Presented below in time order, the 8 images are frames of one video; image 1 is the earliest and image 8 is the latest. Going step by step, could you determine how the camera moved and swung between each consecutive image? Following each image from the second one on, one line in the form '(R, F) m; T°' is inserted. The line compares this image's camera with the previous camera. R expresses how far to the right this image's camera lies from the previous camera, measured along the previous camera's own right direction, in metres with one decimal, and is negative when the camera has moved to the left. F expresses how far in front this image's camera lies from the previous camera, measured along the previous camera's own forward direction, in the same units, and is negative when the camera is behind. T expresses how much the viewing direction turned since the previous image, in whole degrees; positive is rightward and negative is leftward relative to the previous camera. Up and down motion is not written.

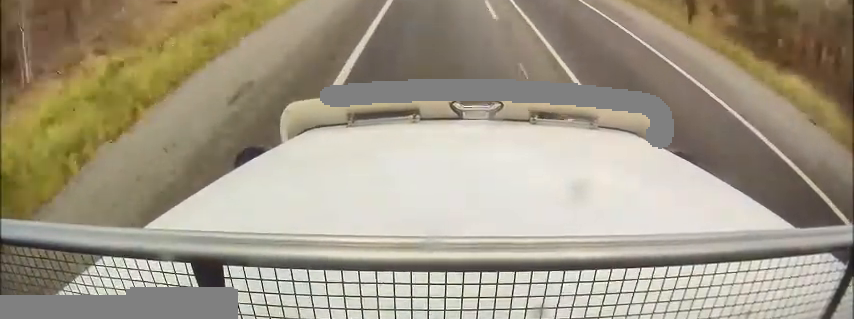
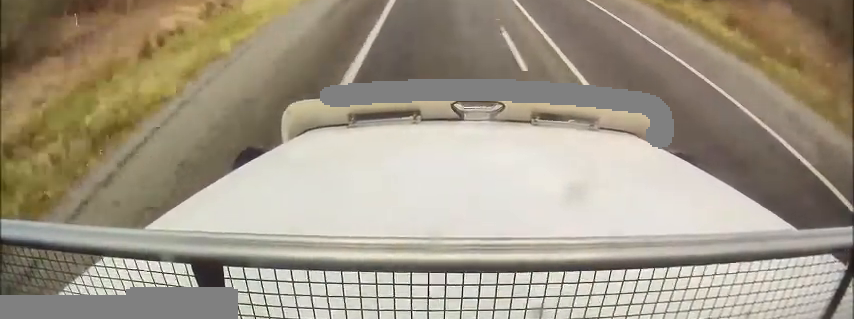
(+0.5, +18.2) m; 0°
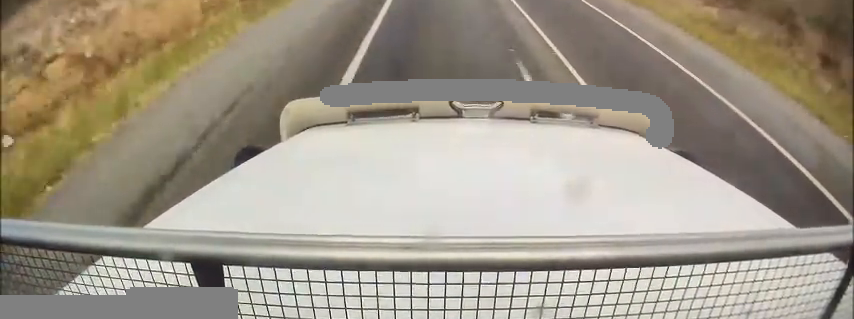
(-0.5, +26.9) m; 0°
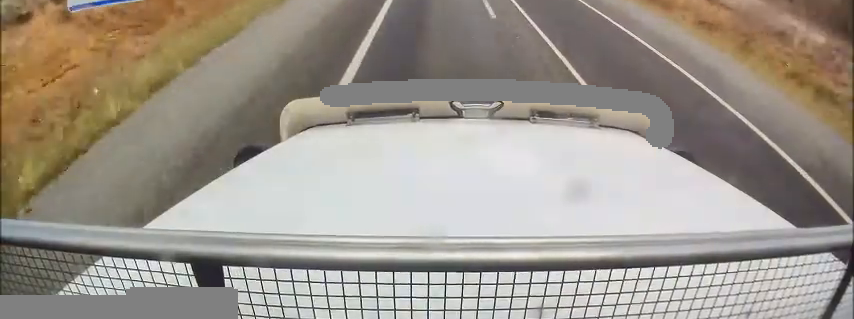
(+0.5, +28.8) m; 0°
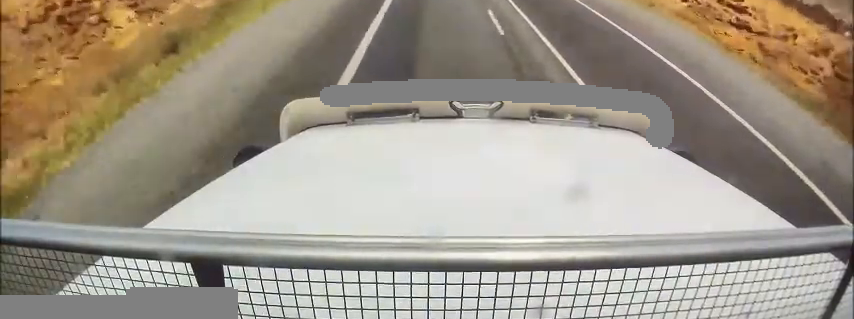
(-0.5, +39.2) m; 0°
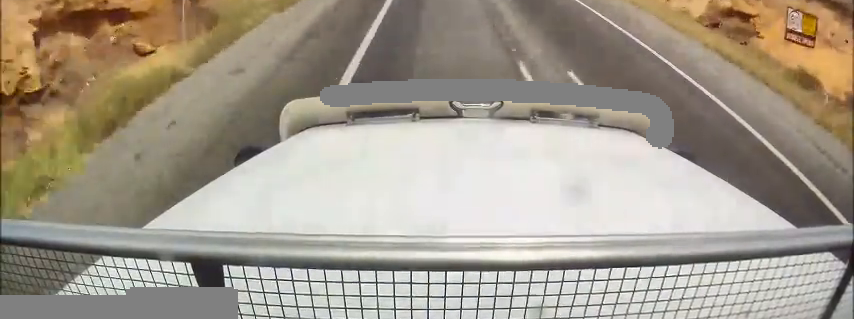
(+0.6, +30.4) m; +1°
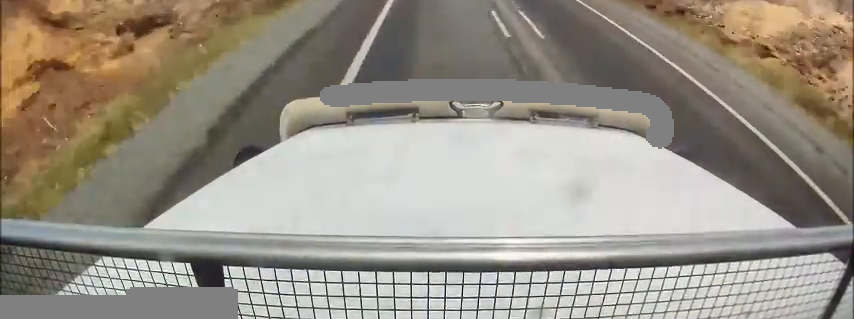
(-0.1, +18.0) m; 0°
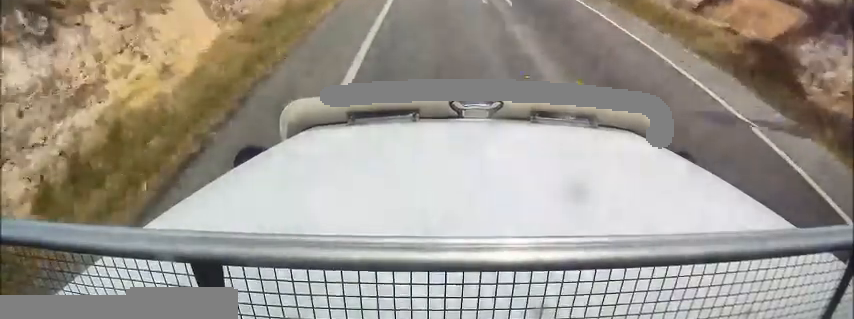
(-0.1, +57.3) m; -1°
